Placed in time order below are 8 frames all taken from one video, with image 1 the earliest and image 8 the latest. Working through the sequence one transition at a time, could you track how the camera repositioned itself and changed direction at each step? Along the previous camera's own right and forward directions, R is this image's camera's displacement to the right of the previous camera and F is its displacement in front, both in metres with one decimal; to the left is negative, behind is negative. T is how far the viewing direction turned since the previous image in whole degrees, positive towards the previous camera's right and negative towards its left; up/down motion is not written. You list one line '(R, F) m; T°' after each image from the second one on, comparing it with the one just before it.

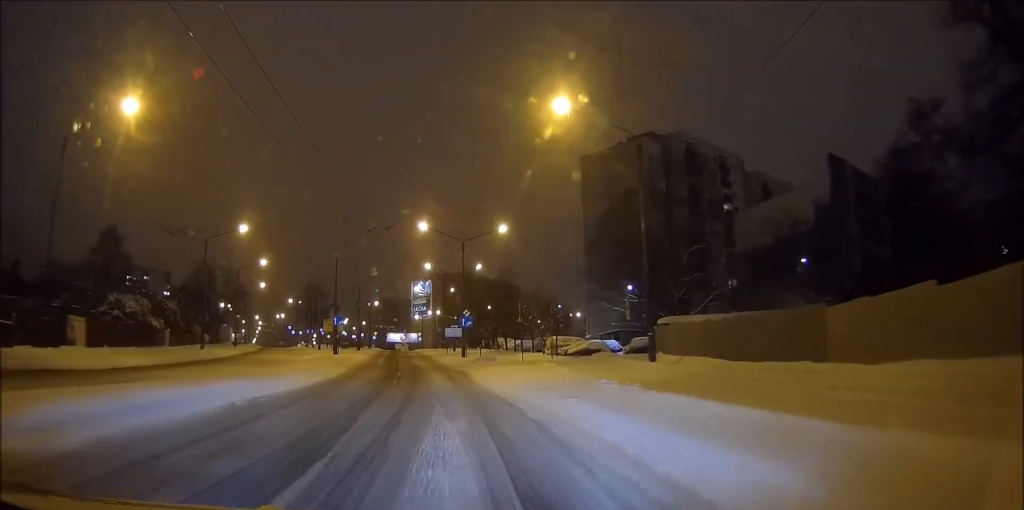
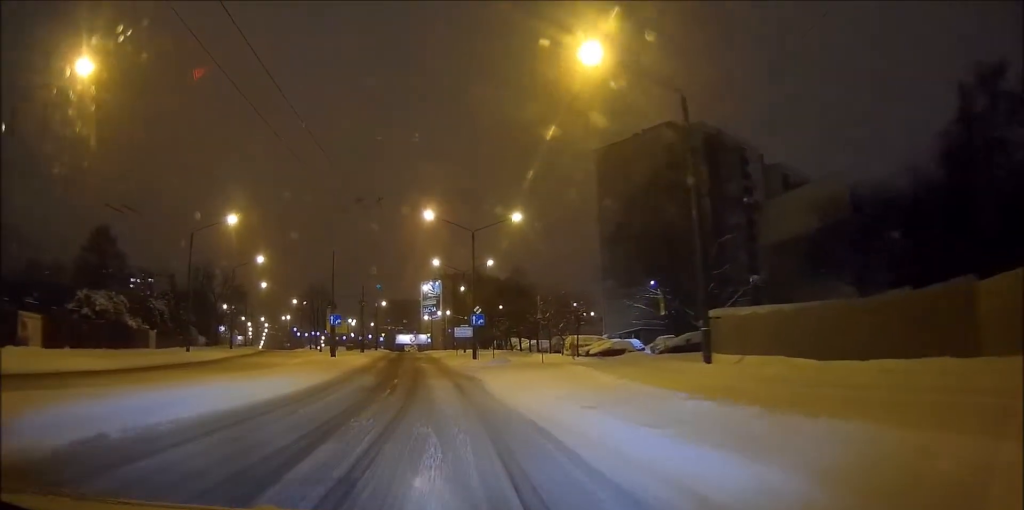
(0.0, +5.0) m; 0°
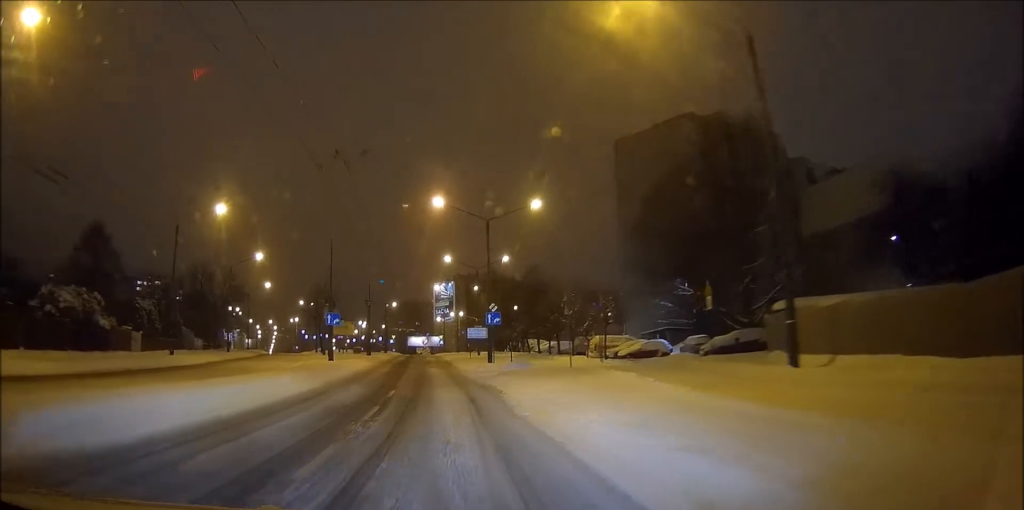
(0.0, +4.9) m; -1°
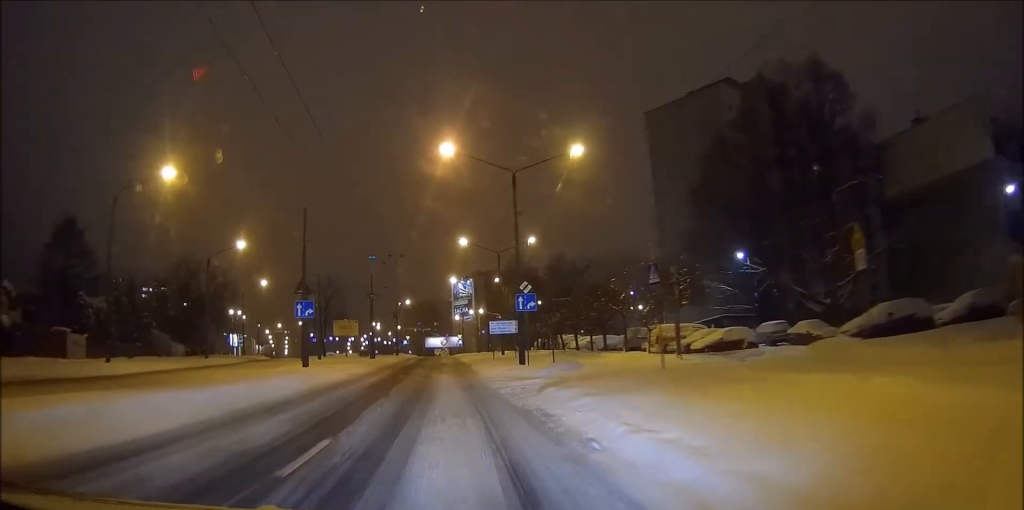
(-0.2, +11.0) m; -2°
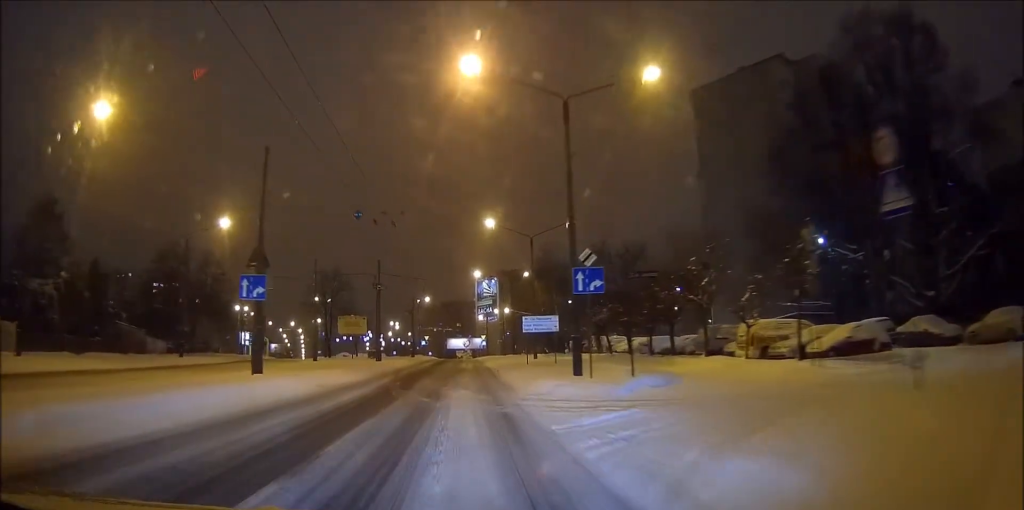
(-0.2, +10.7) m; -1°
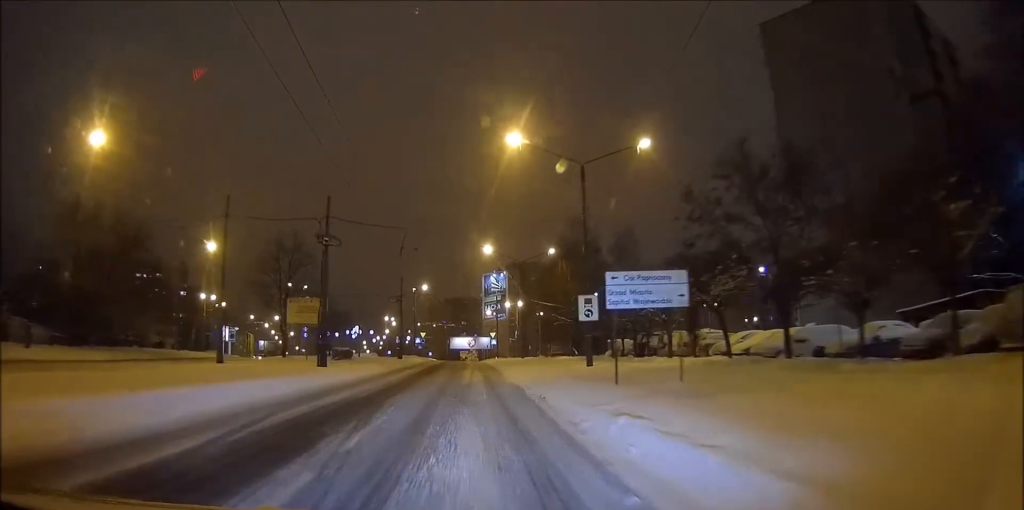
(-0.3, +22.7) m; -2°
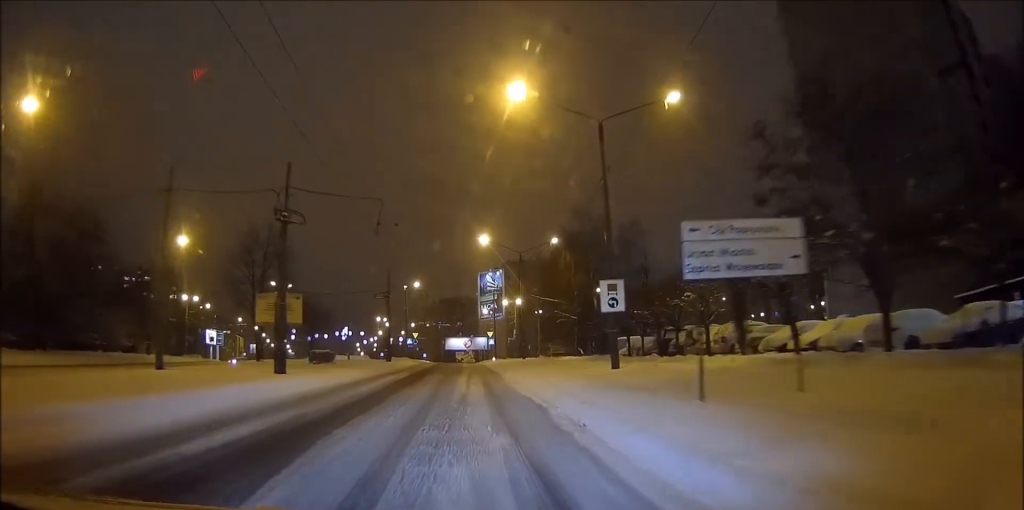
(0.0, +6.4) m; 0°
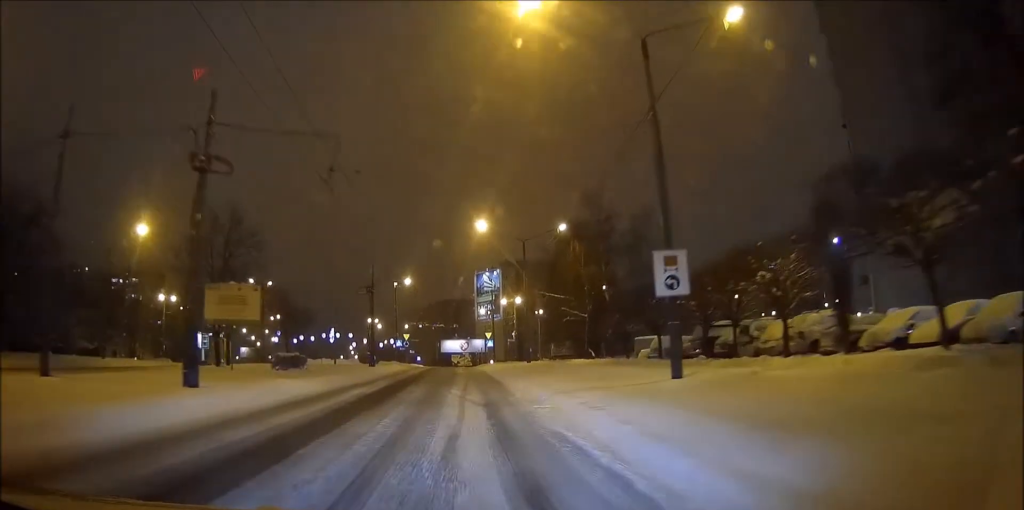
(0.0, +8.3) m; 0°
